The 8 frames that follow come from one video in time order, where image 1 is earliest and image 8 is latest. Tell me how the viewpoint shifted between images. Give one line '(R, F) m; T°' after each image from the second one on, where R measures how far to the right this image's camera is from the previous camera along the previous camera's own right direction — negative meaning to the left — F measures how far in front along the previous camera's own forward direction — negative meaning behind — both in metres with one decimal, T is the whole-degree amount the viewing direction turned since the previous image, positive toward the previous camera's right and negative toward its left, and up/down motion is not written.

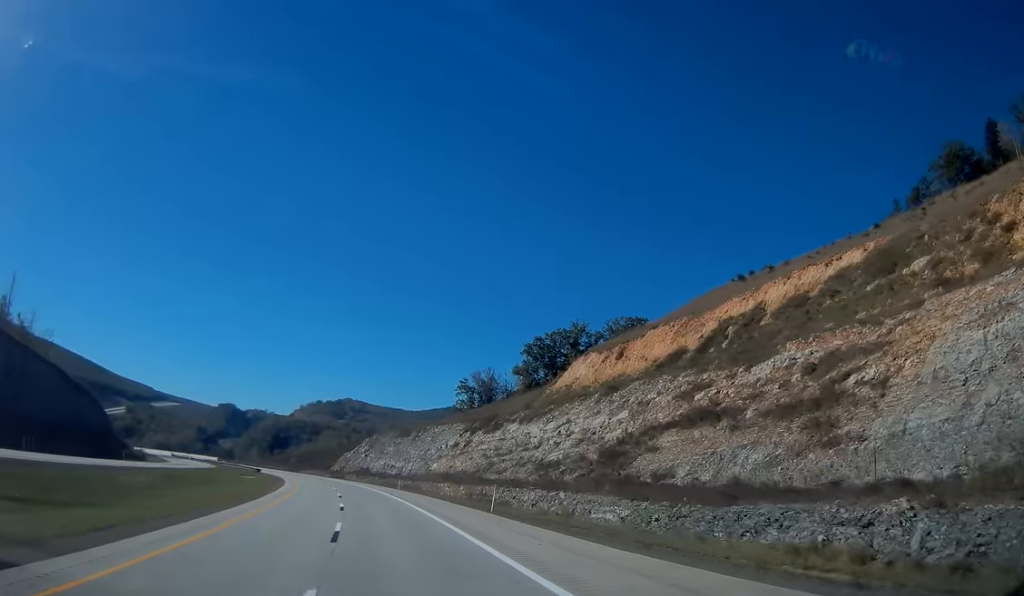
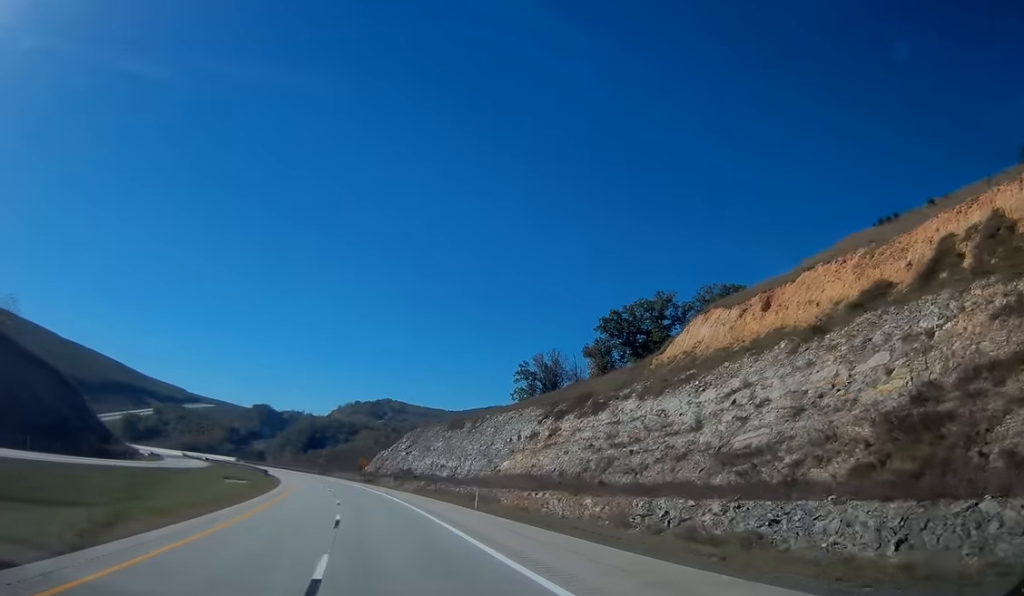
(-0.8, +33.5) m; -3°
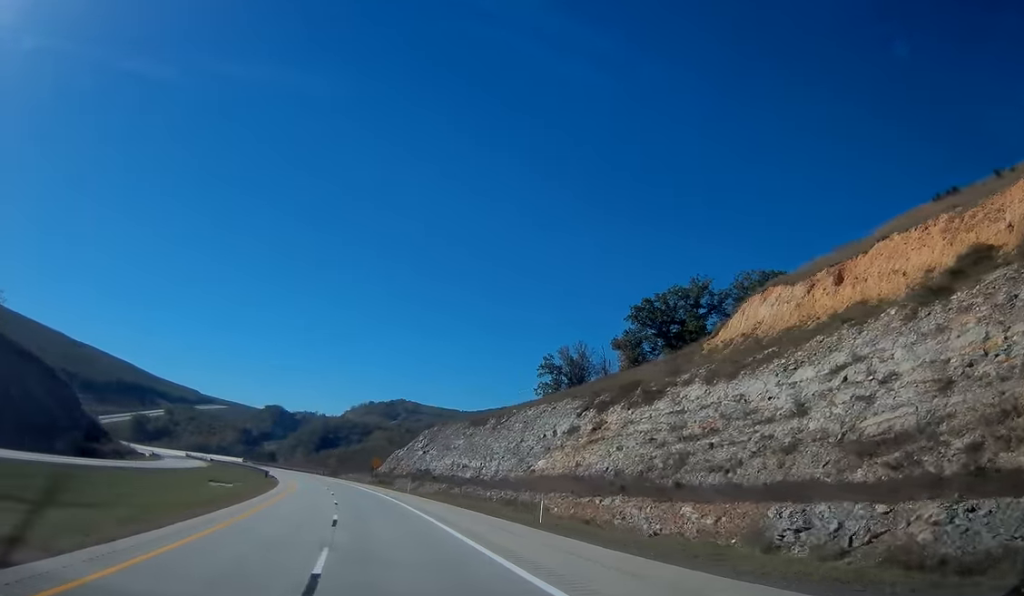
(0.0, +11.7) m; -1°
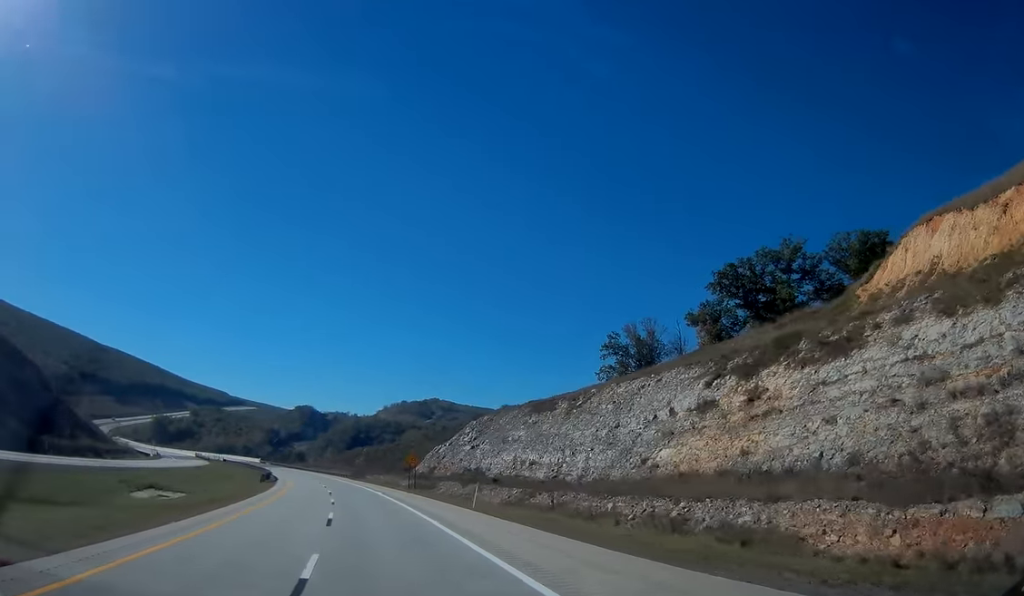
(-0.8, +25.0) m; -4°
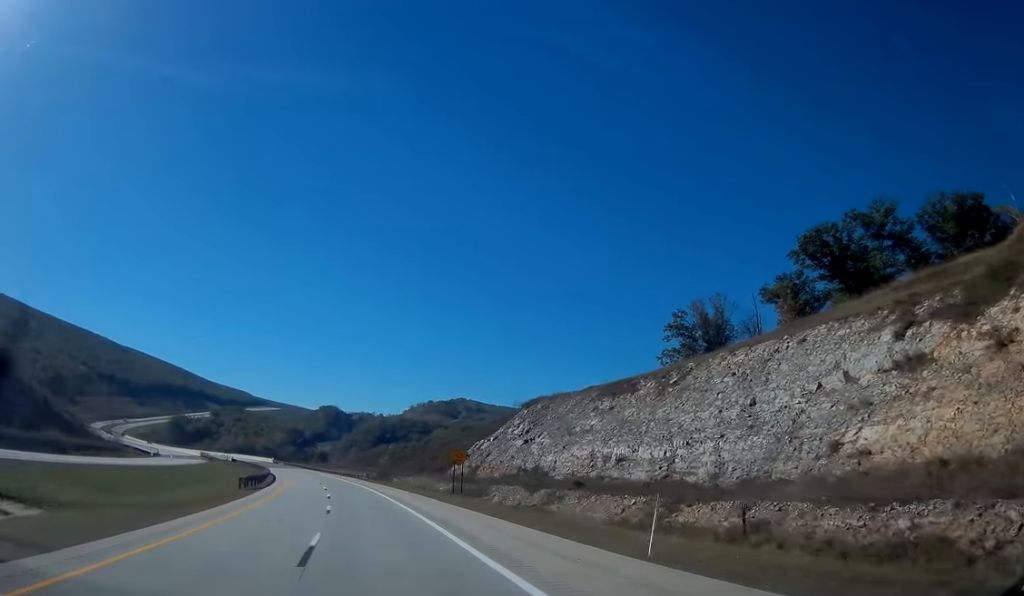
(-0.5, +20.4) m; -2°
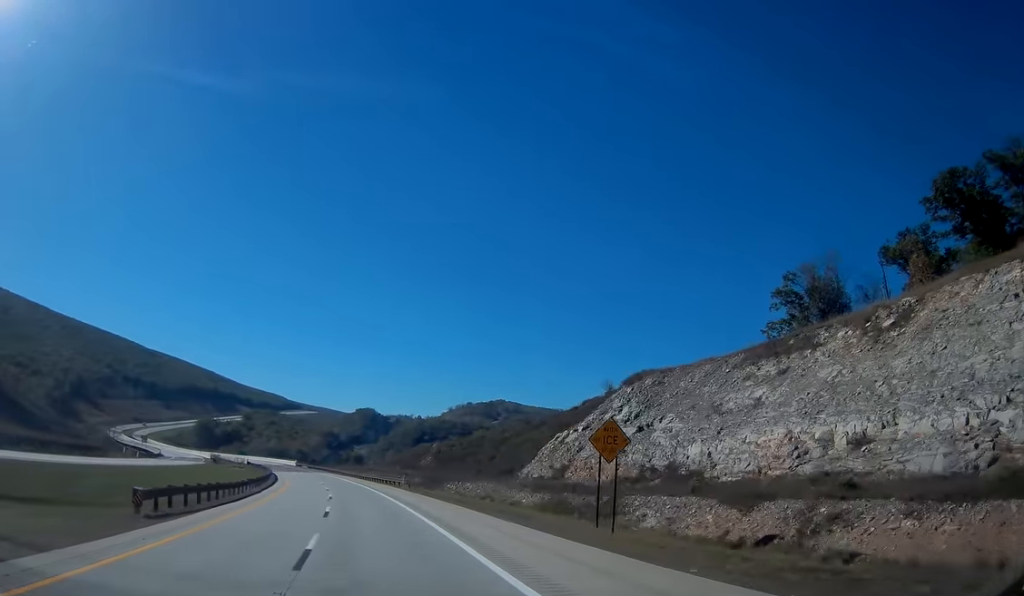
(-0.5, +25.7) m; -3°
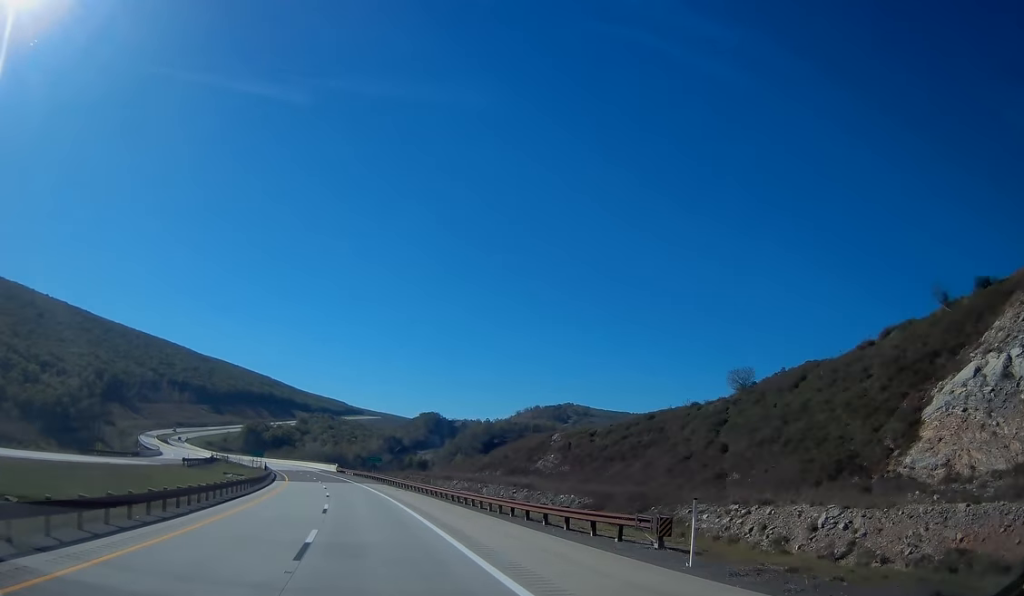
(-2.9, +48.5) m; -7°
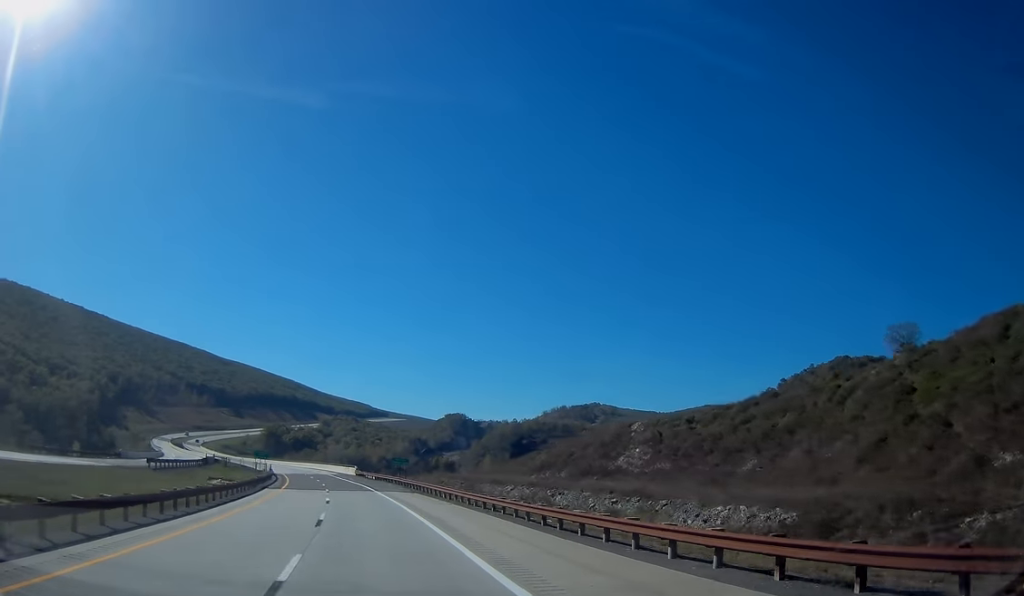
(-0.3, +17.7) m; -2°
